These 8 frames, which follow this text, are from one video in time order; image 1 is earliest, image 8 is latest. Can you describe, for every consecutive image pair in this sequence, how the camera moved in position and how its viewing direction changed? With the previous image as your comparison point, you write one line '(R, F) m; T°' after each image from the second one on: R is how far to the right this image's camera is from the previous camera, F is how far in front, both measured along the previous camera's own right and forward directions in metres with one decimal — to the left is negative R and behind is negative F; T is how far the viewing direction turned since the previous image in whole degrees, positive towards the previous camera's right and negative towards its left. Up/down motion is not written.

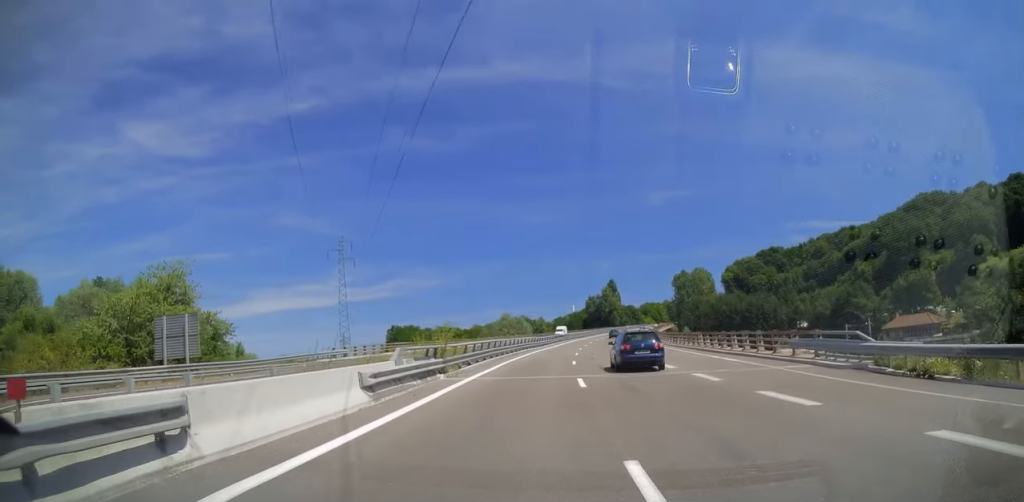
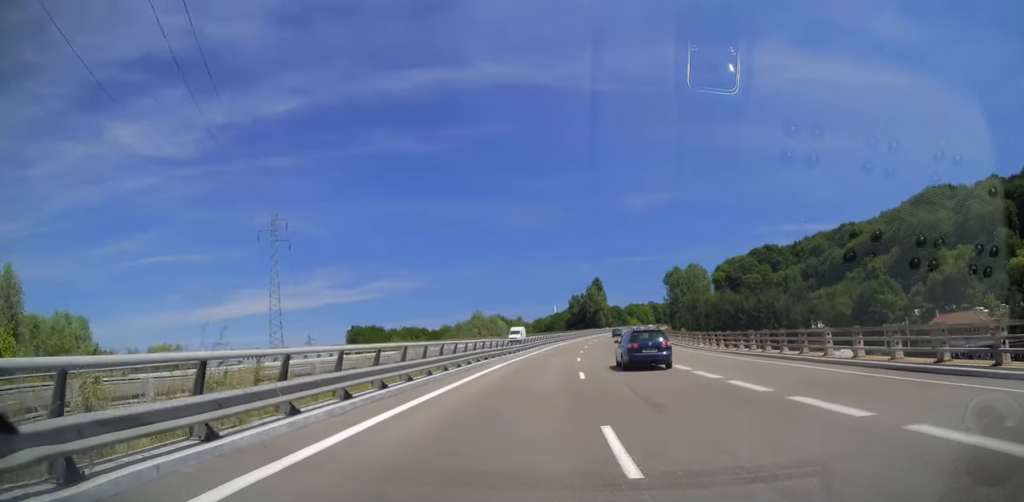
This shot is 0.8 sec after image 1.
(+0.6, +23.3) m; +2°
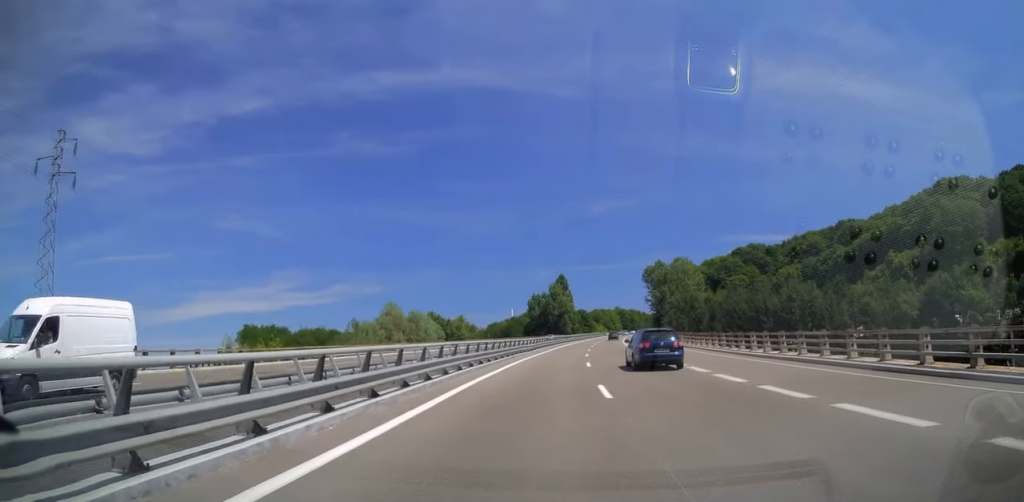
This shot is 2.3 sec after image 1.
(+1.4, +44.0) m; +4°
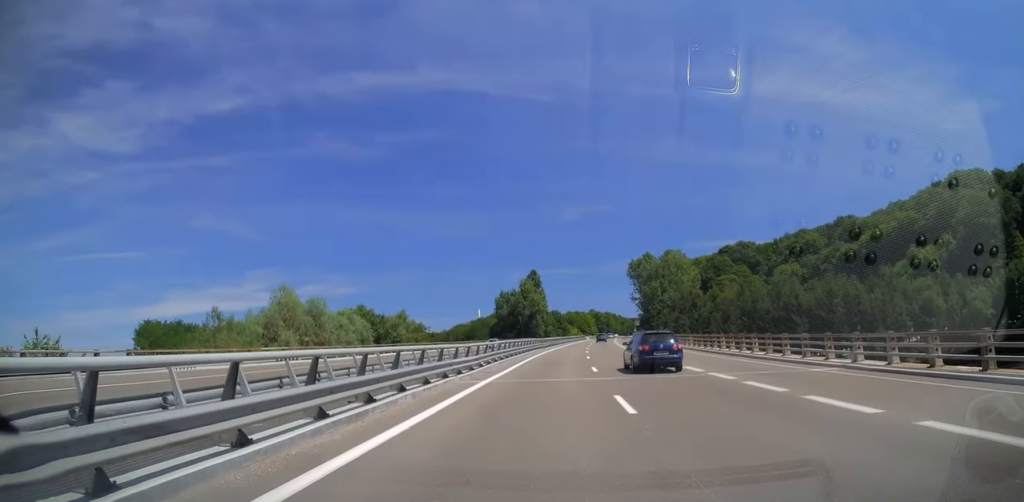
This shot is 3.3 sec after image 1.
(+0.6, +28.1) m; +3°
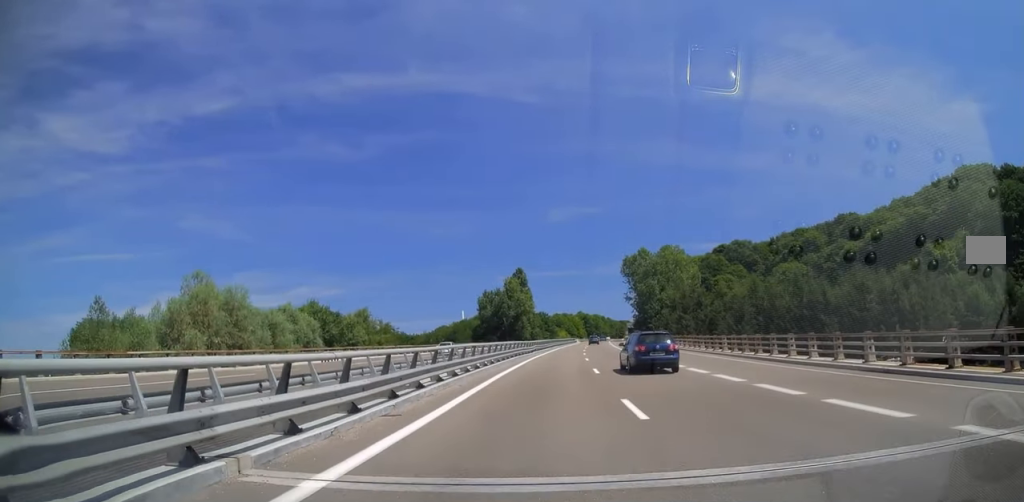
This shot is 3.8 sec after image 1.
(+0.2, +13.6) m; +1°
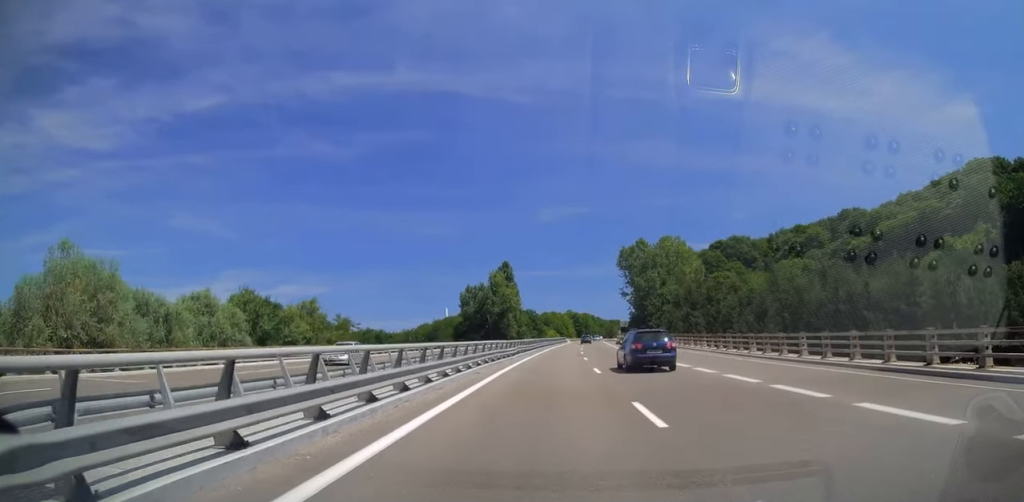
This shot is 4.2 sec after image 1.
(+0.1, +14.1) m; +1°
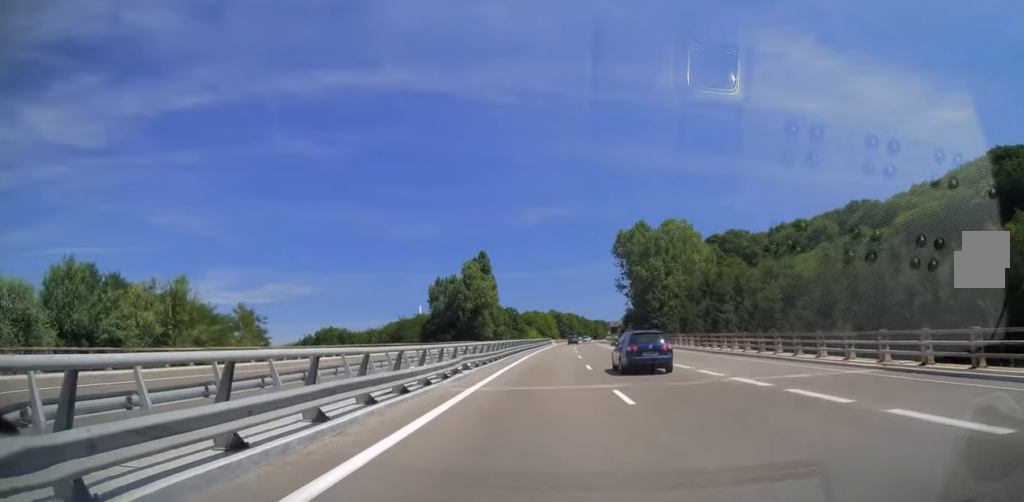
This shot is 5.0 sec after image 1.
(+0.3, +22.4) m; +2°
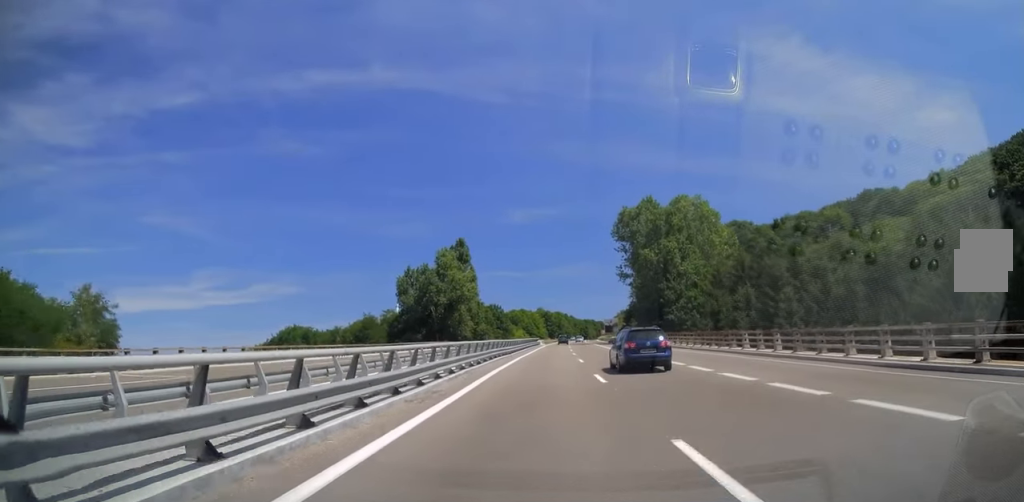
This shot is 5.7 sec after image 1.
(+0.4, +20.5) m; +2°
